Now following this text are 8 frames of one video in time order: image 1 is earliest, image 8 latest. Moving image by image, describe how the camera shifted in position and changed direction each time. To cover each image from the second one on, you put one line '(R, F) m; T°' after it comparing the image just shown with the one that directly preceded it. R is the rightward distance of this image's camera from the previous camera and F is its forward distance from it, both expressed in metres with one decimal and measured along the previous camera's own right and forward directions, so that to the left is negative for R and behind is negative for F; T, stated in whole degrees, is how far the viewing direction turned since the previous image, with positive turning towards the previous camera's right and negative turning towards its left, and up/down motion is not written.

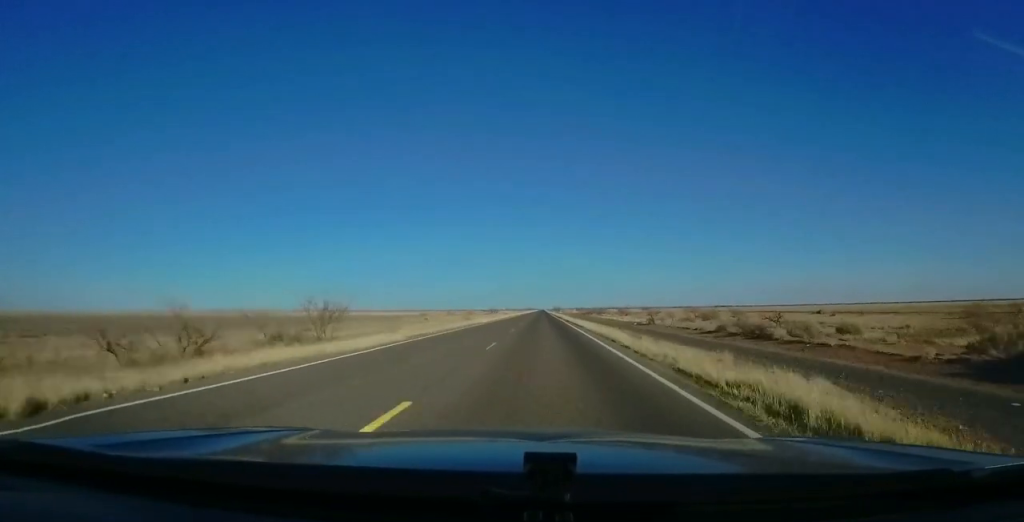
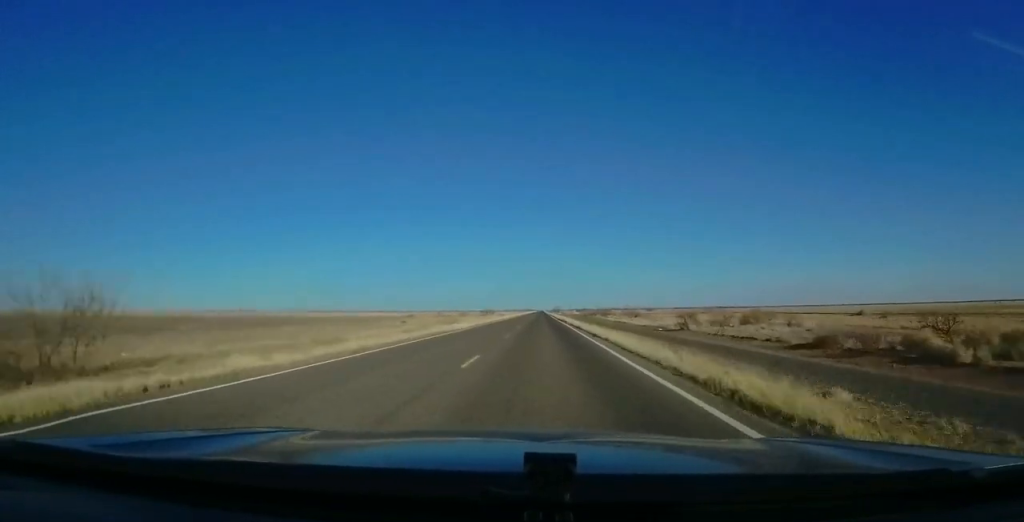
(-0.3, +16.8) m; -1°
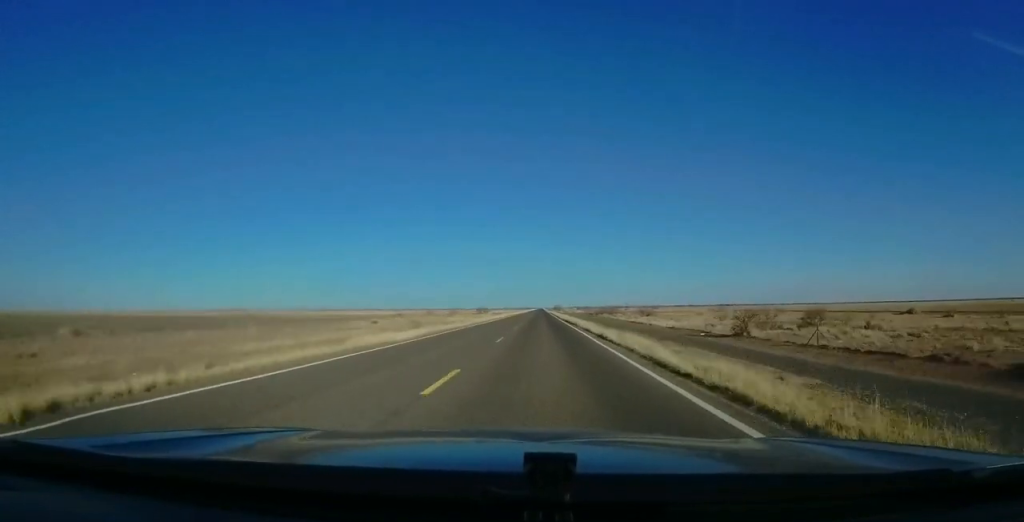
(-0.1, +15.8) m; 0°
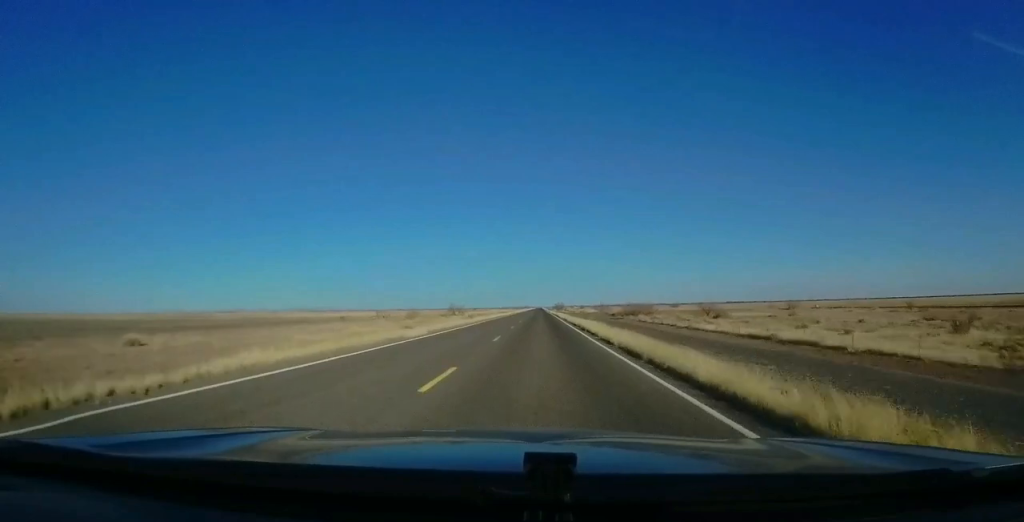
(0.0, +48.5) m; +1°
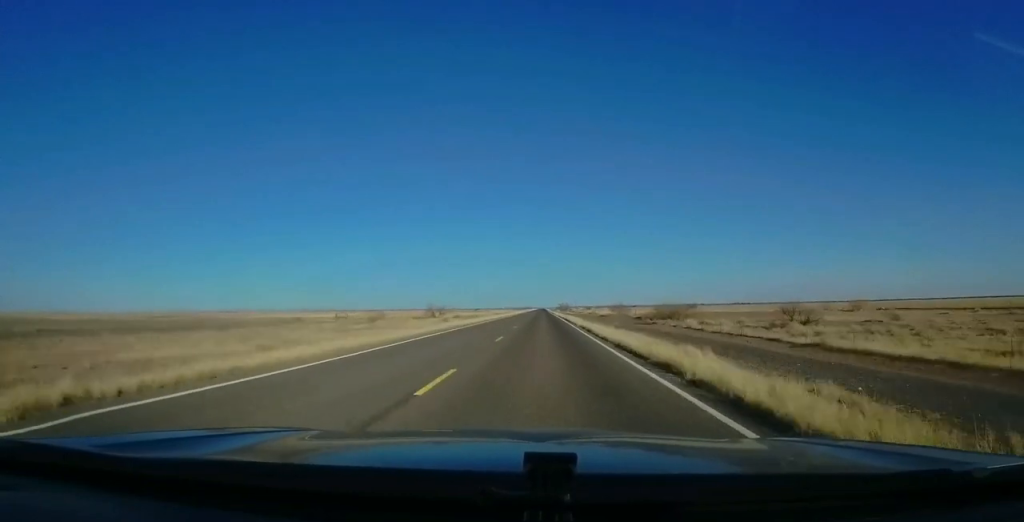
(+0.3, +24.8) m; 0°
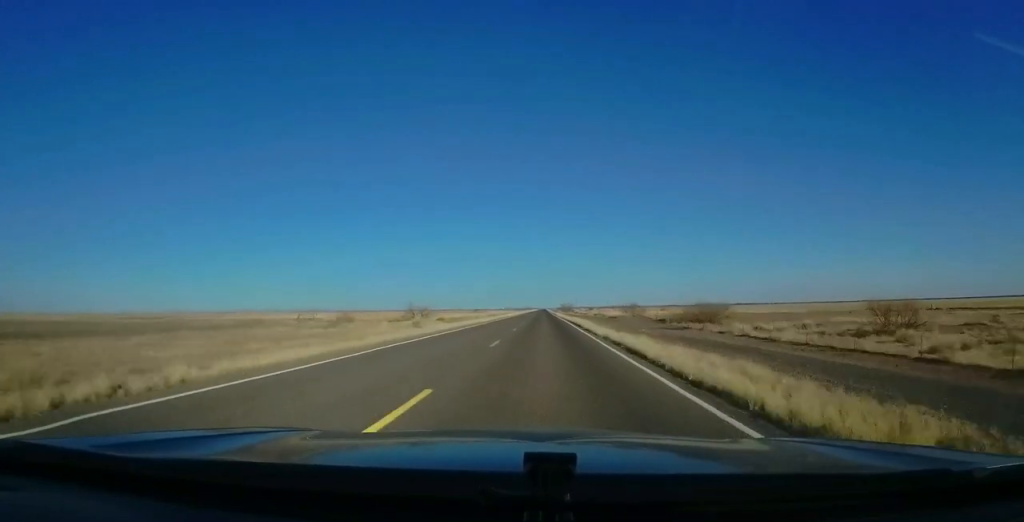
(+0.2, +14.9) m; 0°
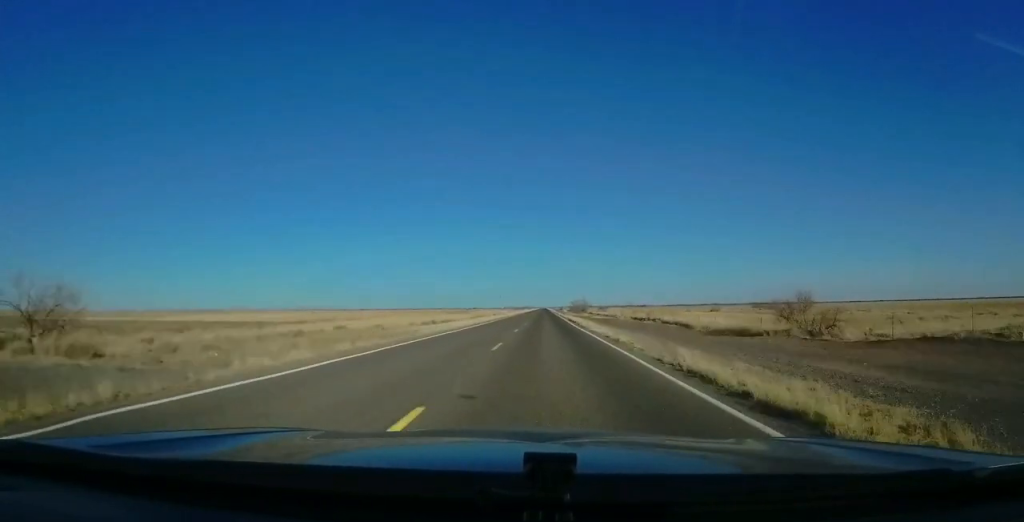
(-0.9, +62.5) m; 0°
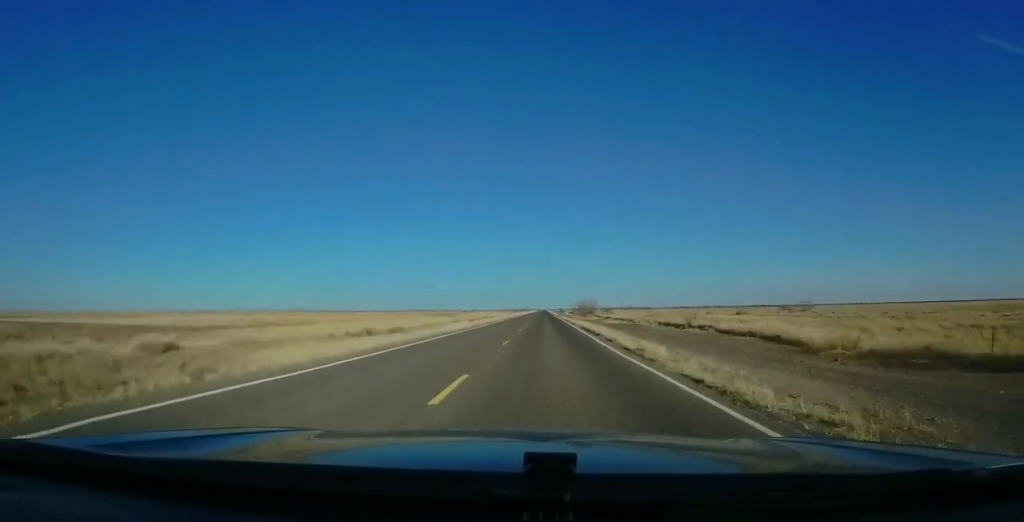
(+0.4, +20.8) m; 0°
